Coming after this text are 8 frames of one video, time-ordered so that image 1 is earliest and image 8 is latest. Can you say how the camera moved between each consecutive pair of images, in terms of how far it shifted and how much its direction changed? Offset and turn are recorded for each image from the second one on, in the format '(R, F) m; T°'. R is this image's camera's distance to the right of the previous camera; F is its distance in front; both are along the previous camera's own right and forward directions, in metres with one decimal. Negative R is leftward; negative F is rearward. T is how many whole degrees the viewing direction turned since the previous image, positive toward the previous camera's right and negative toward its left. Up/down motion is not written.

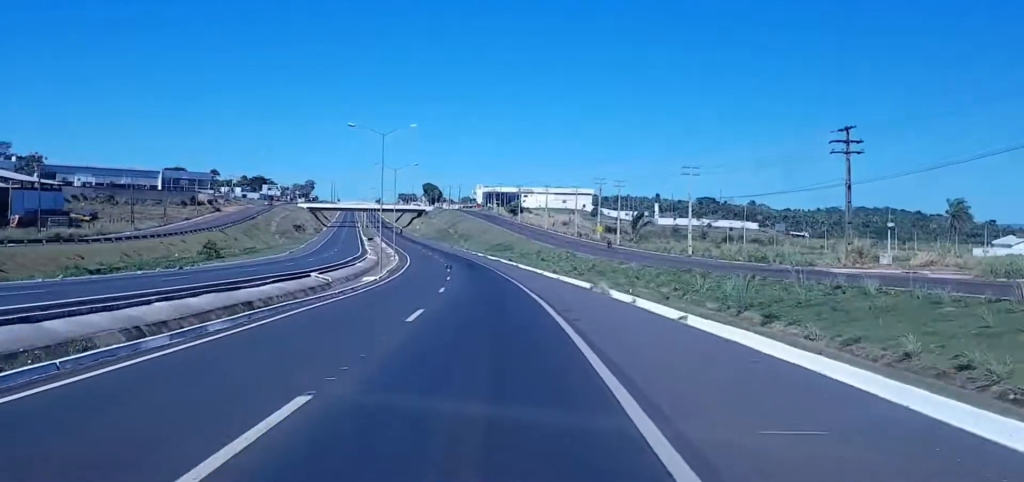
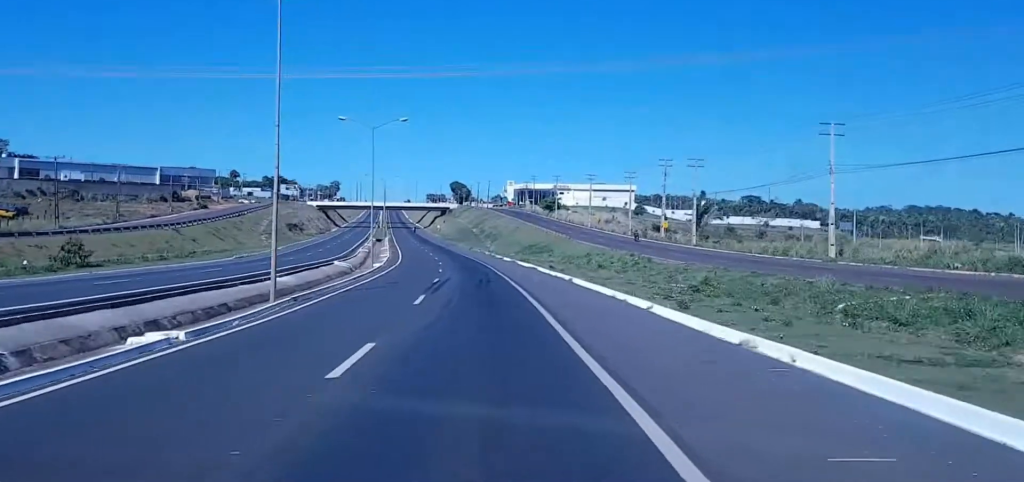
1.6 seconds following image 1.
(-1.9, +40.6) m; -3°
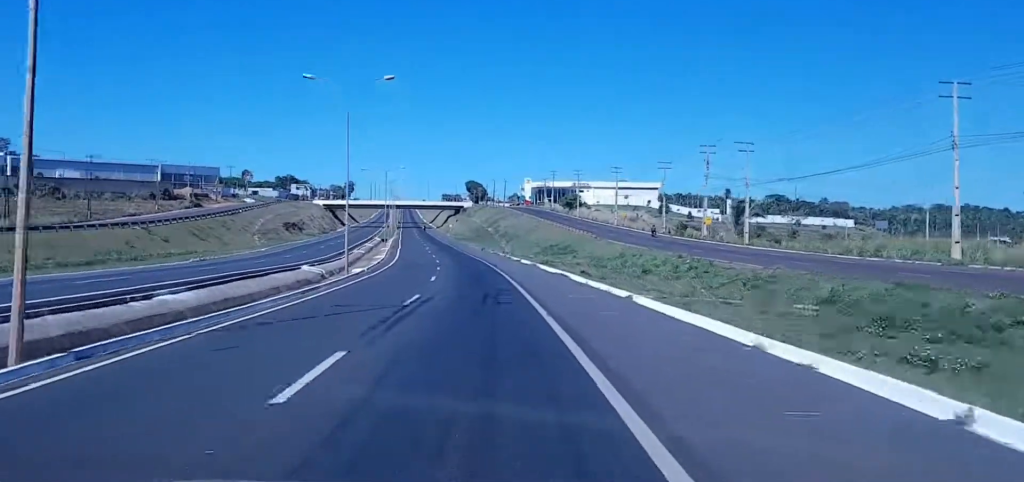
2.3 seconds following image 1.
(+0.1, +17.9) m; 0°
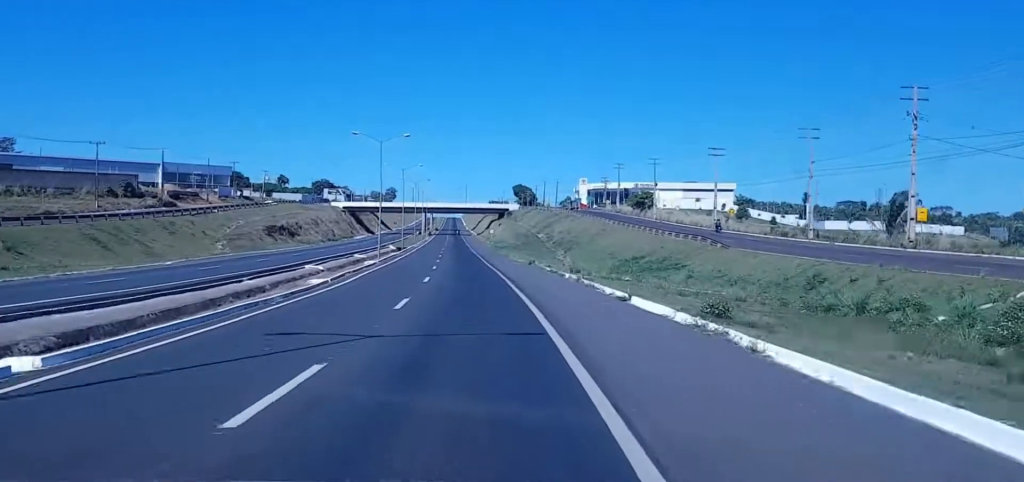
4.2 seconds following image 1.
(-1.2, +48.0) m; -2°
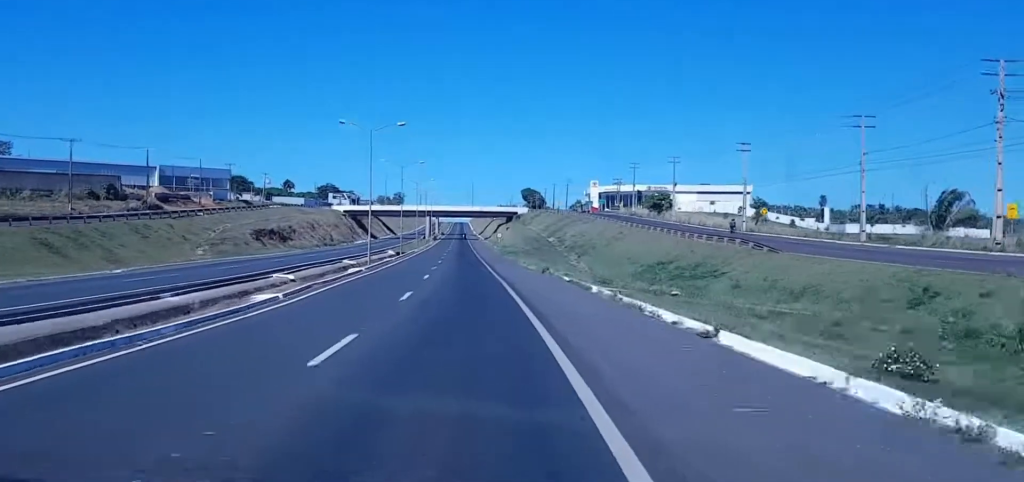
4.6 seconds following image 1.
(-0.1, +11.2) m; 0°
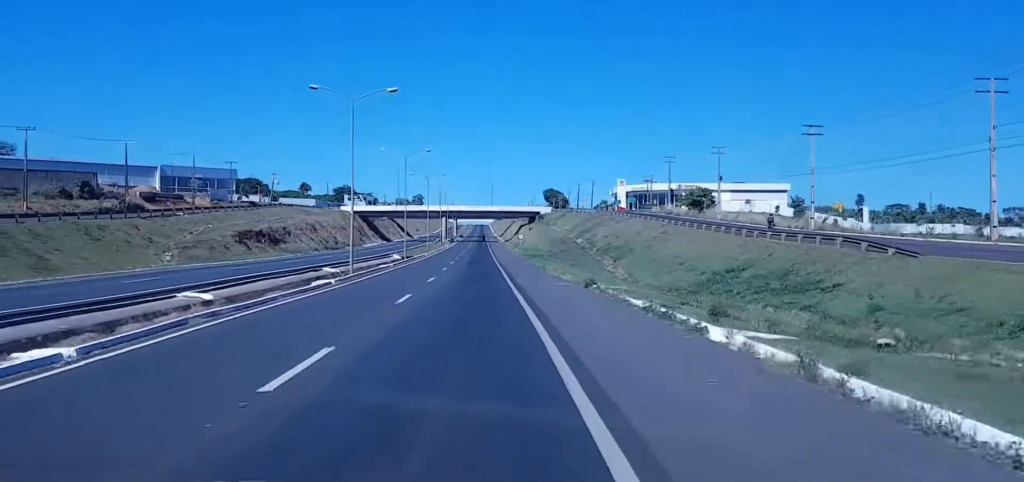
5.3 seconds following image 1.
(-0.1, +18.0) m; 0°
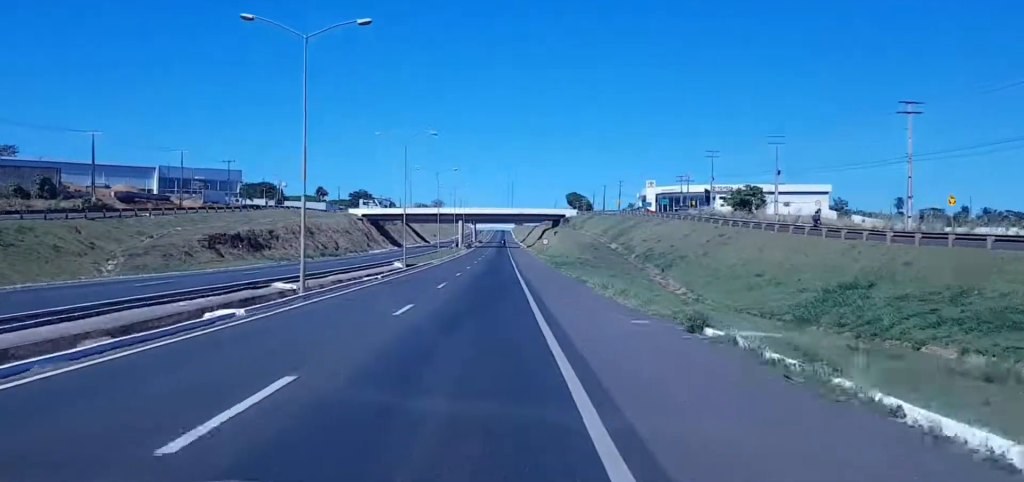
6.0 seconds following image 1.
(-0.2, +18.9) m; 0°
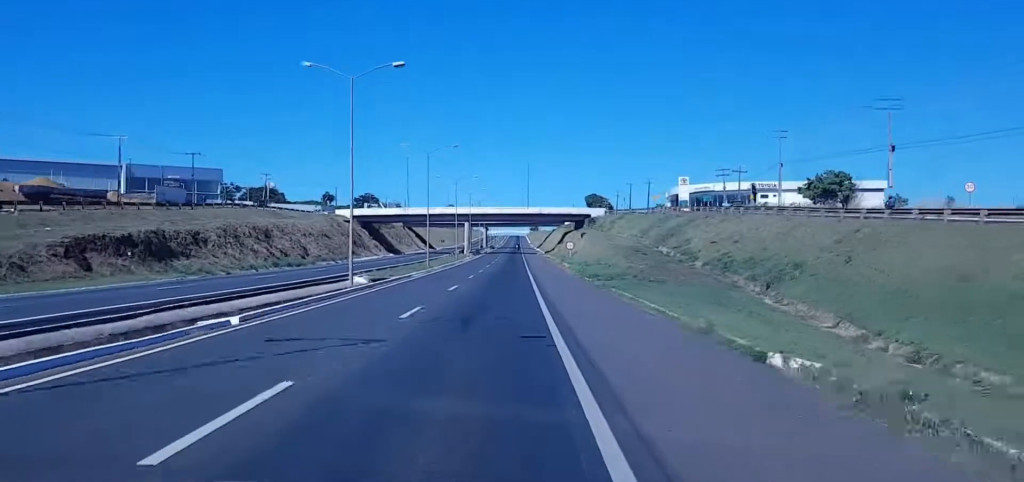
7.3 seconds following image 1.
(+0.6, +31.8) m; +1°
